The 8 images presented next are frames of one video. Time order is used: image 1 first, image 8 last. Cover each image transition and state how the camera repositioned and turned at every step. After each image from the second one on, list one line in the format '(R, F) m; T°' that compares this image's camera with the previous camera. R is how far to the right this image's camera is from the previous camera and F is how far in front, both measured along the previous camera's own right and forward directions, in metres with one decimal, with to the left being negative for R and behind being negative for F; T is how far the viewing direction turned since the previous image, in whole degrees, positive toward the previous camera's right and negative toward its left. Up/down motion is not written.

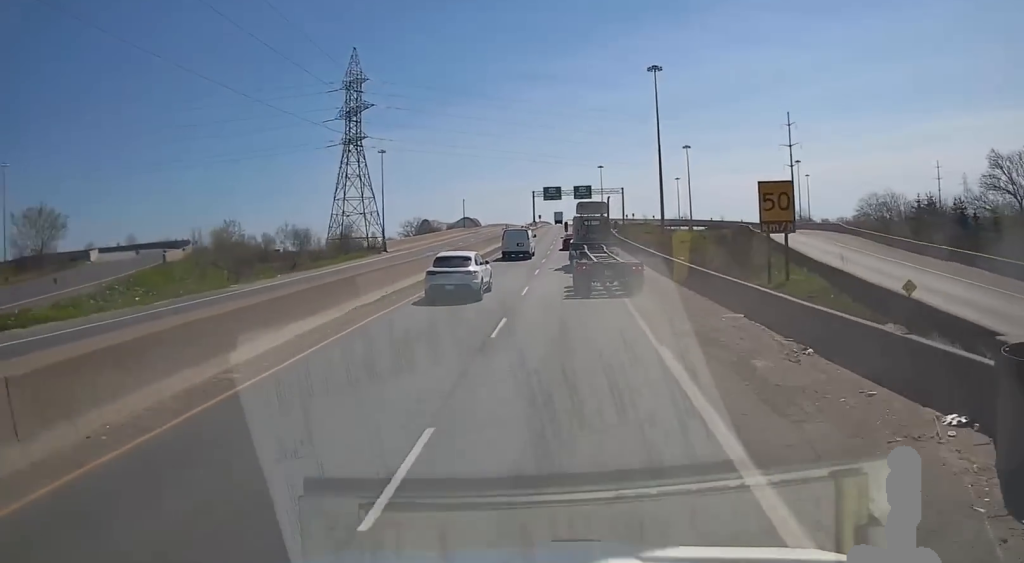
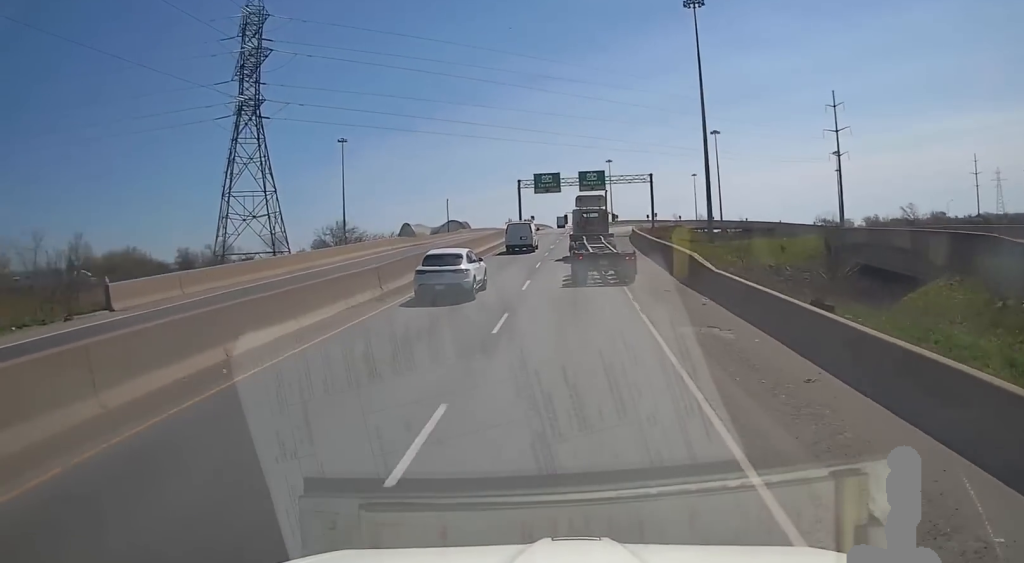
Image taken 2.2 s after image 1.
(0.0, +45.1) m; -1°
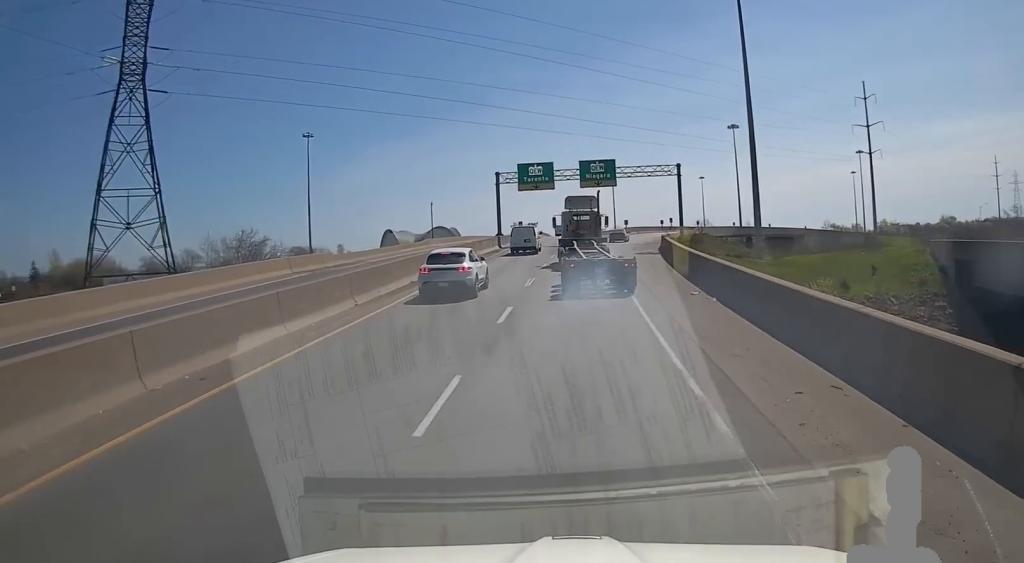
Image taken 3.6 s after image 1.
(-0.4, +26.0) m; 0°
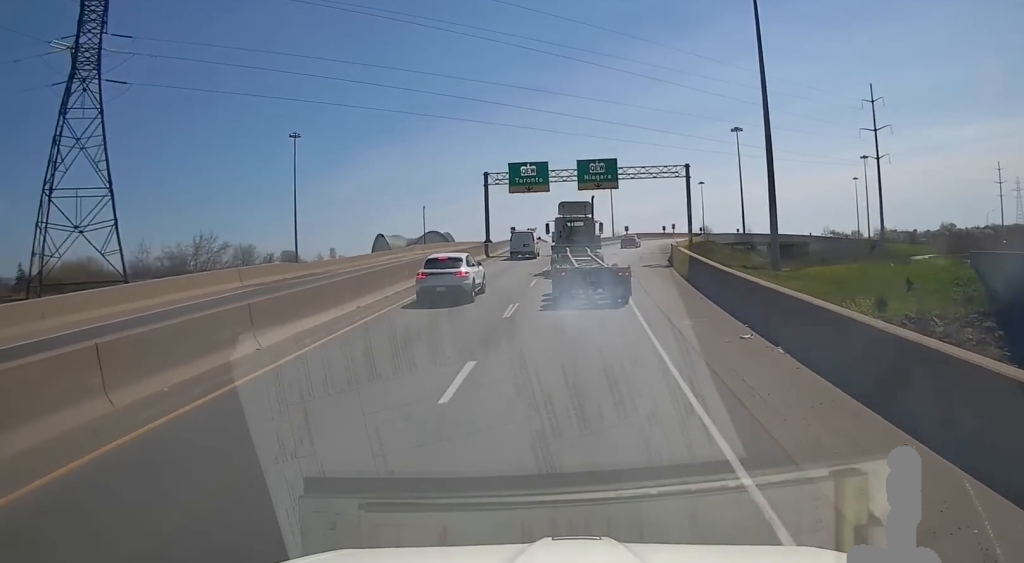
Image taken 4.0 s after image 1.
(+0.1, +7.2) m; +1°
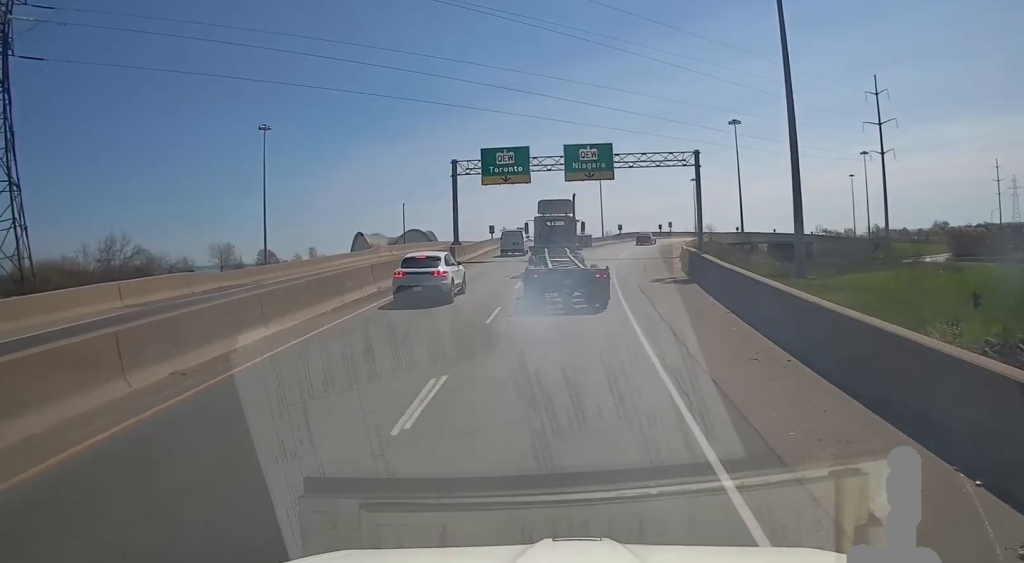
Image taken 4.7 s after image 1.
(+0.1, +10.8) m; 0°
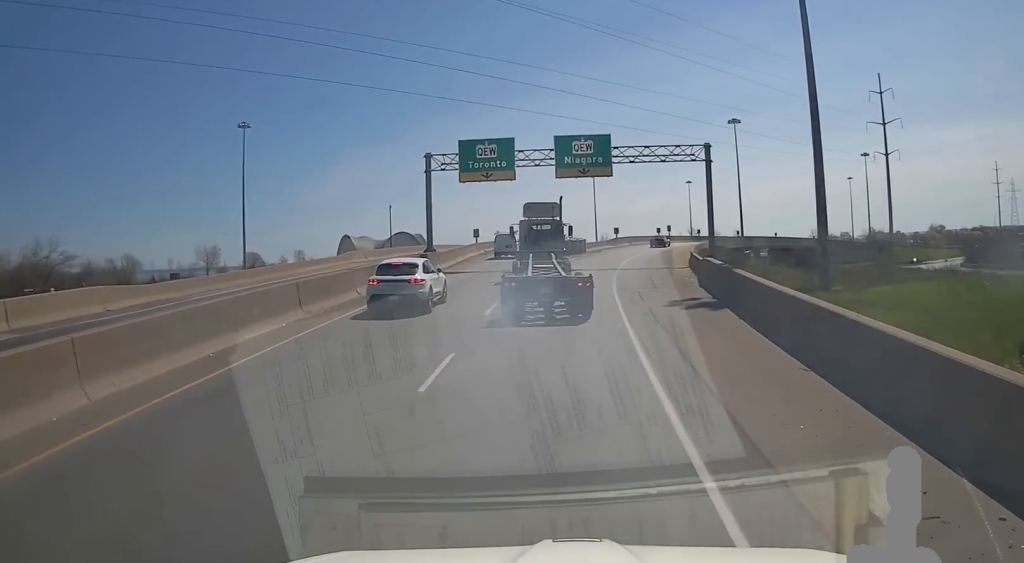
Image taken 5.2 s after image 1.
(0.0, +6.8) m; 0°
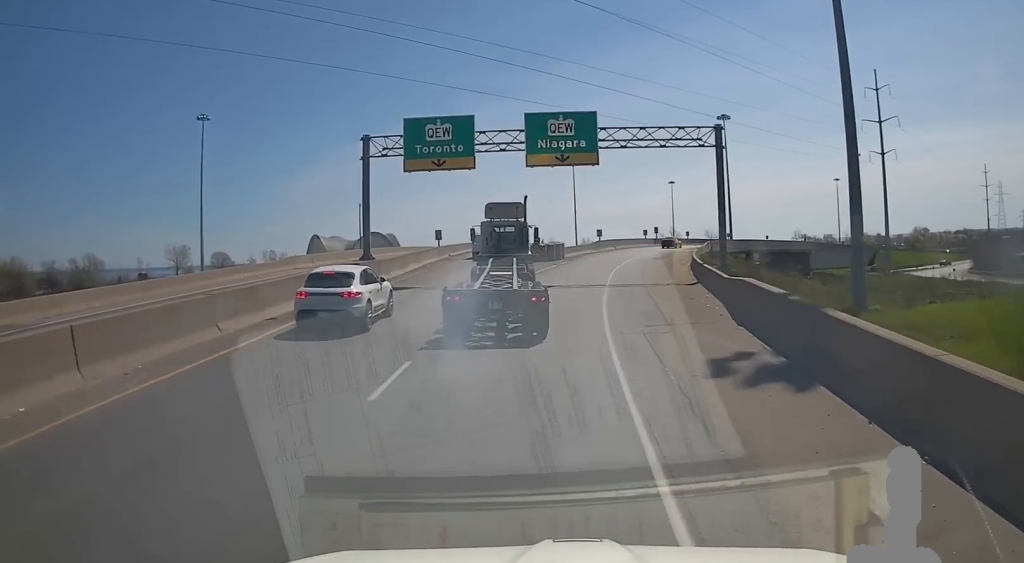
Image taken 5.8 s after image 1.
(0.0, +8.9) m; +1°
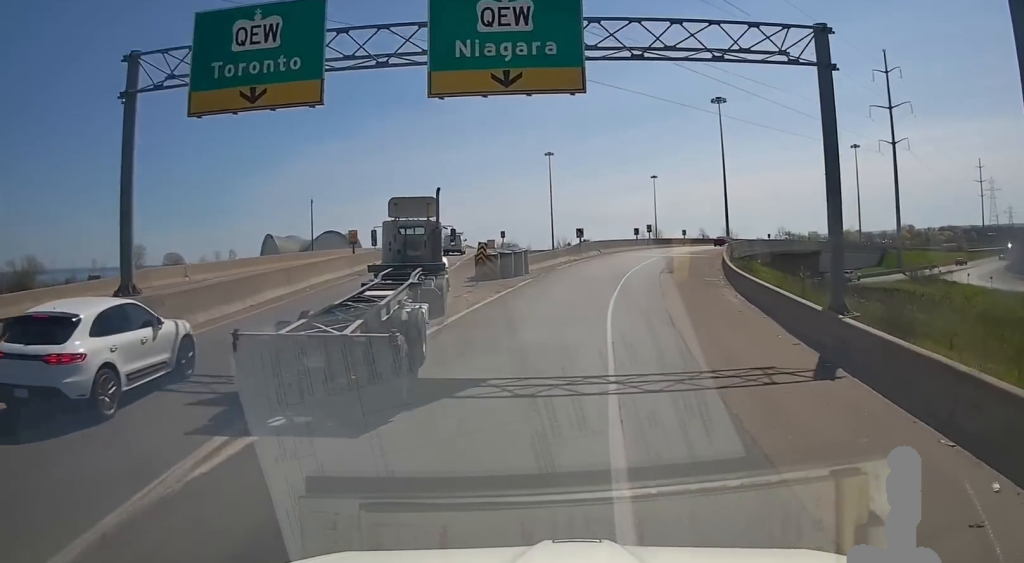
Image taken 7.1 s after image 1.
(+0.4, +17.7) m; +4°
